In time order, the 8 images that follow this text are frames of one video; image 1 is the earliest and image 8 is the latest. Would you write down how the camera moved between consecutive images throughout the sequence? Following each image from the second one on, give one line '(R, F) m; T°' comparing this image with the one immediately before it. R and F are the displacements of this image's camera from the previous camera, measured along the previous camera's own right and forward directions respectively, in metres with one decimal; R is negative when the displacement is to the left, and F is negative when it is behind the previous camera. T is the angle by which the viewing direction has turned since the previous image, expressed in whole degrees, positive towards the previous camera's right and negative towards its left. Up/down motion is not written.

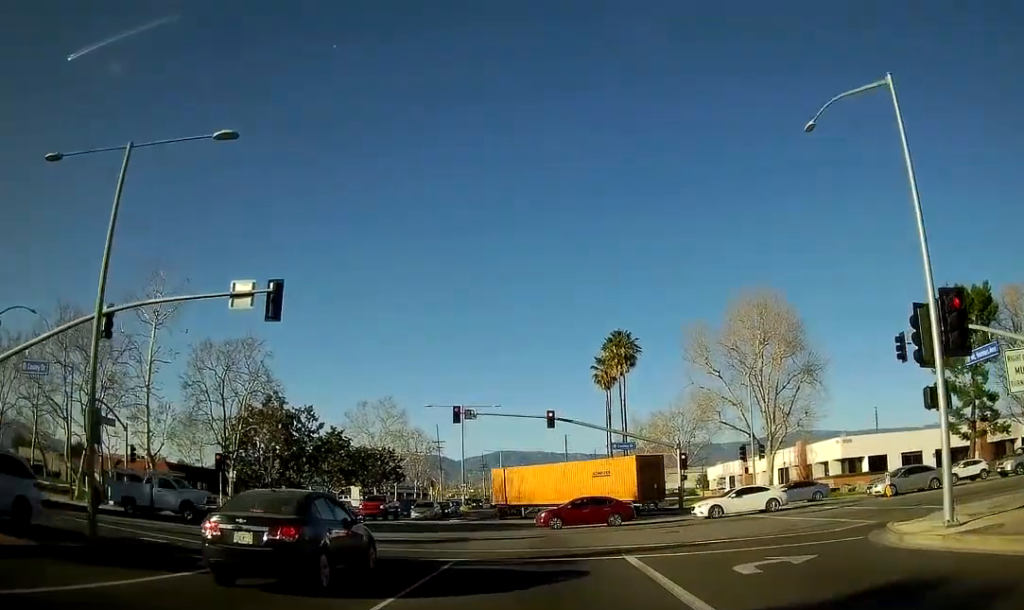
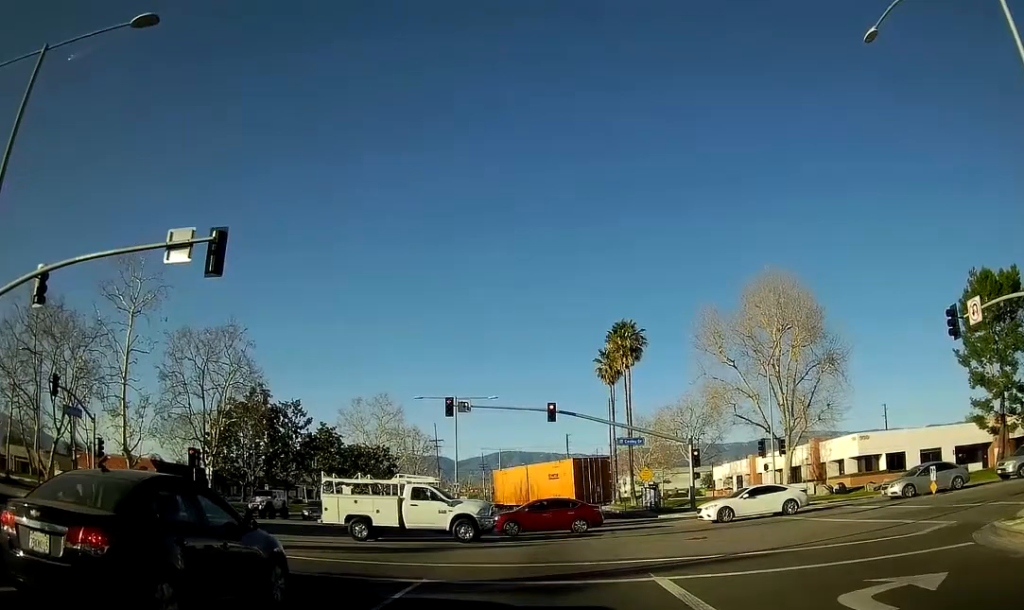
(-0.1, +4.9) m; 0°
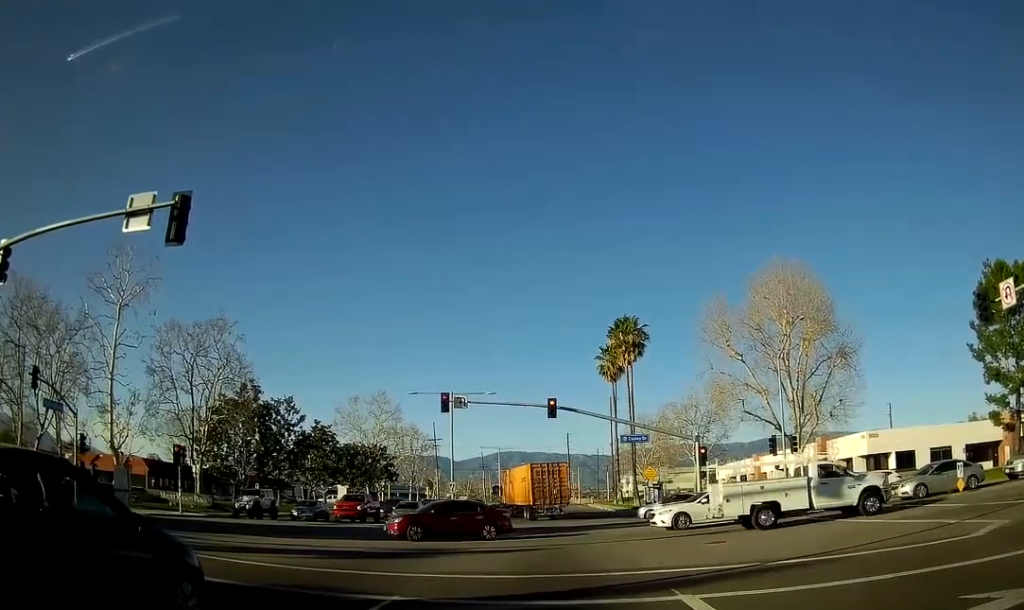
(+0.1, +2.9) m; +2°
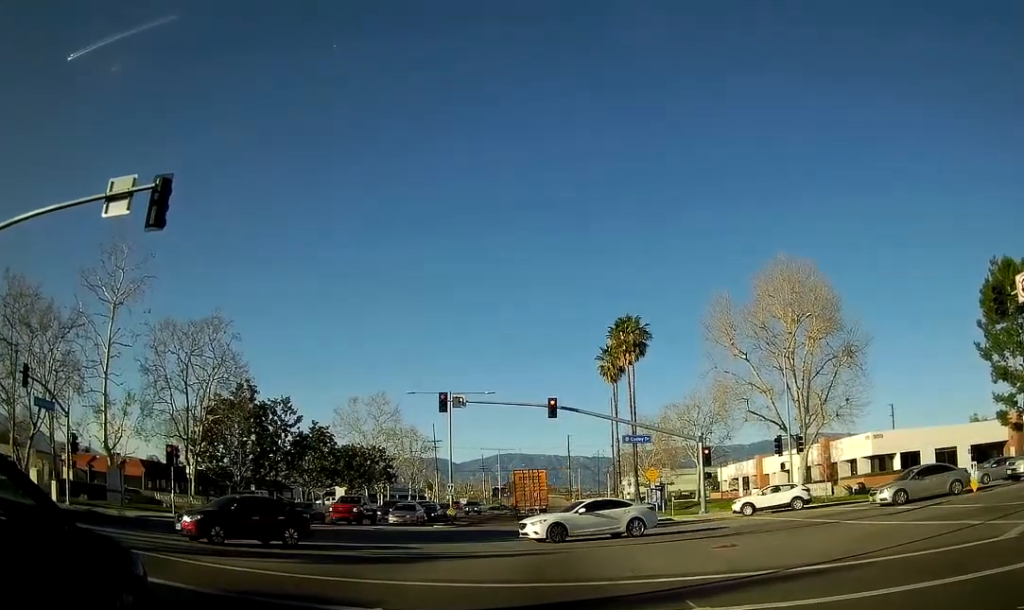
(0.0, +1.5) m; 0°
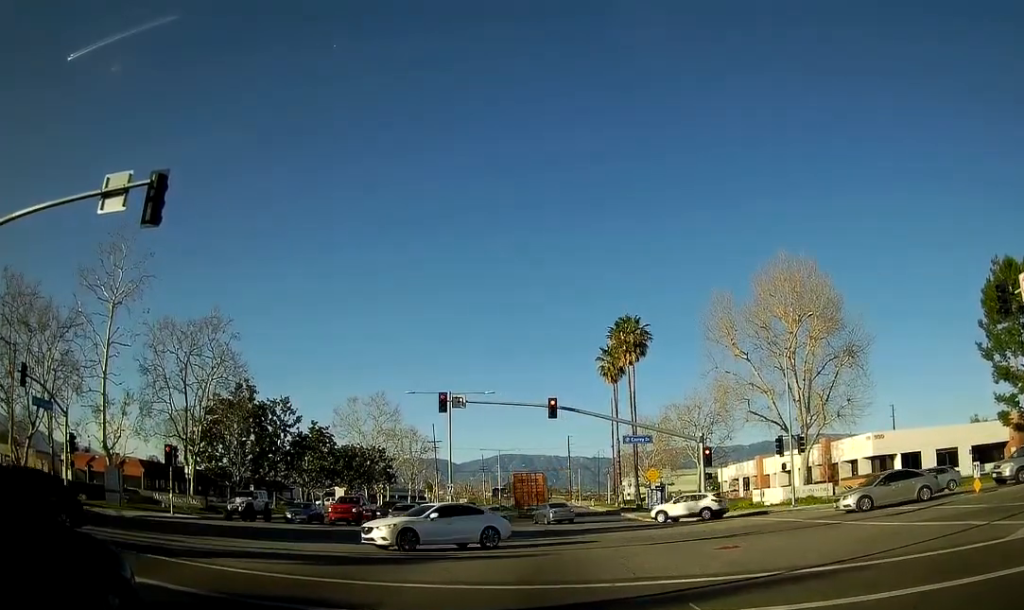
(0.0, +0.1) m; 0°
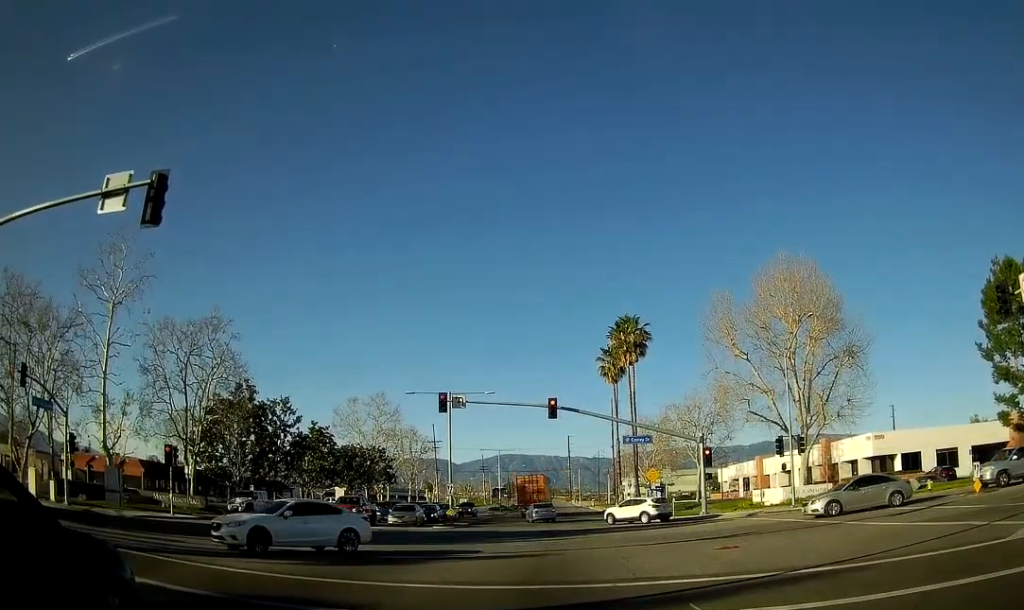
(0.0, +0.1) m; 0°
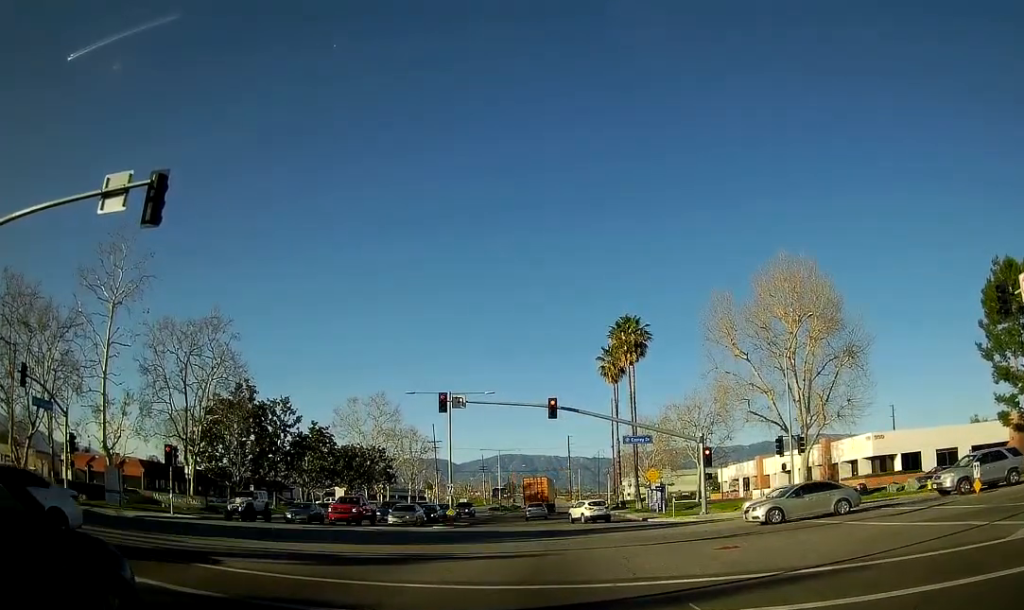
(-0.1, +0.2) m; 0°
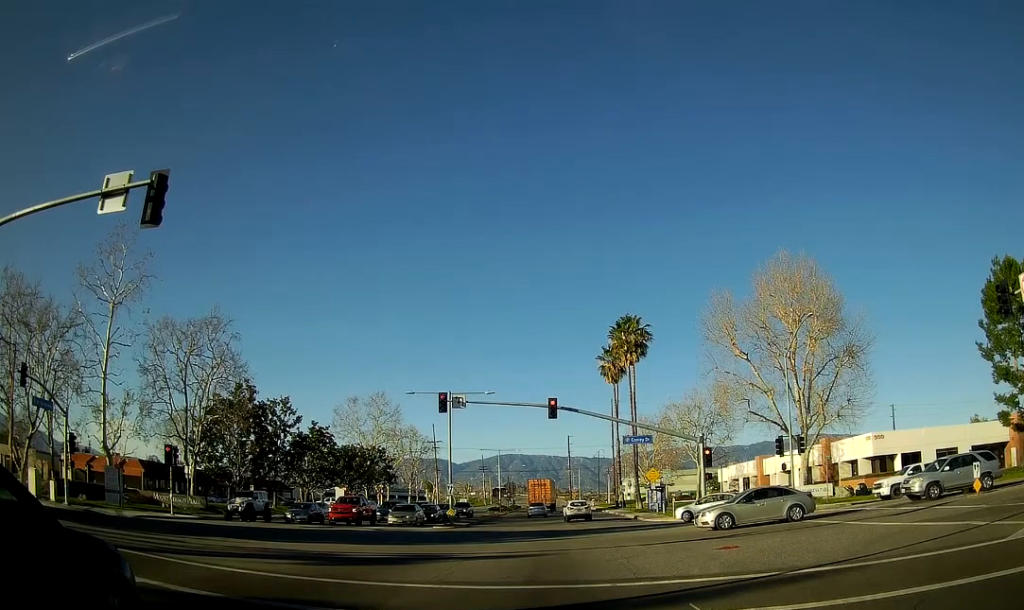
(-0.3, 0.0) m; 0°
